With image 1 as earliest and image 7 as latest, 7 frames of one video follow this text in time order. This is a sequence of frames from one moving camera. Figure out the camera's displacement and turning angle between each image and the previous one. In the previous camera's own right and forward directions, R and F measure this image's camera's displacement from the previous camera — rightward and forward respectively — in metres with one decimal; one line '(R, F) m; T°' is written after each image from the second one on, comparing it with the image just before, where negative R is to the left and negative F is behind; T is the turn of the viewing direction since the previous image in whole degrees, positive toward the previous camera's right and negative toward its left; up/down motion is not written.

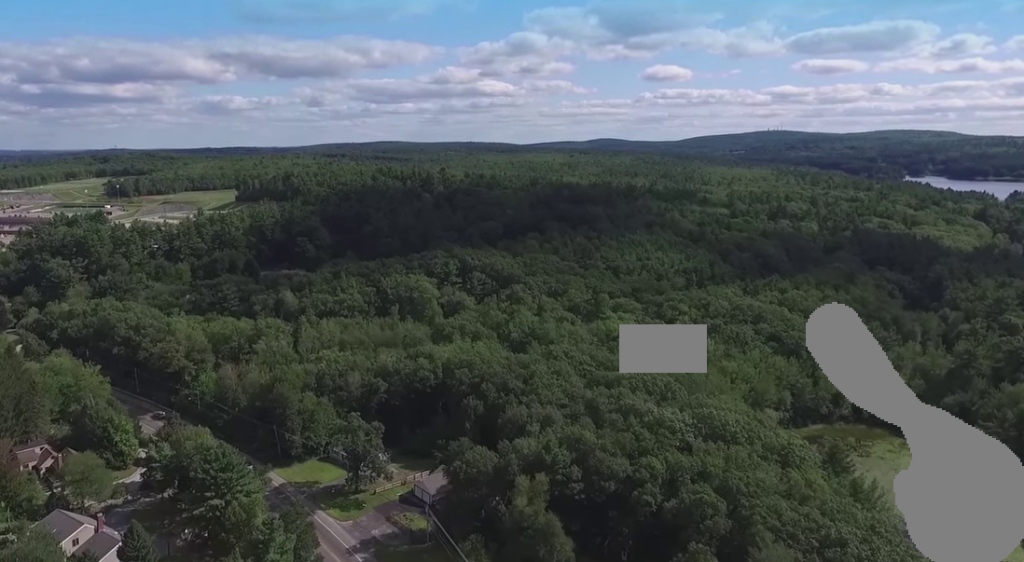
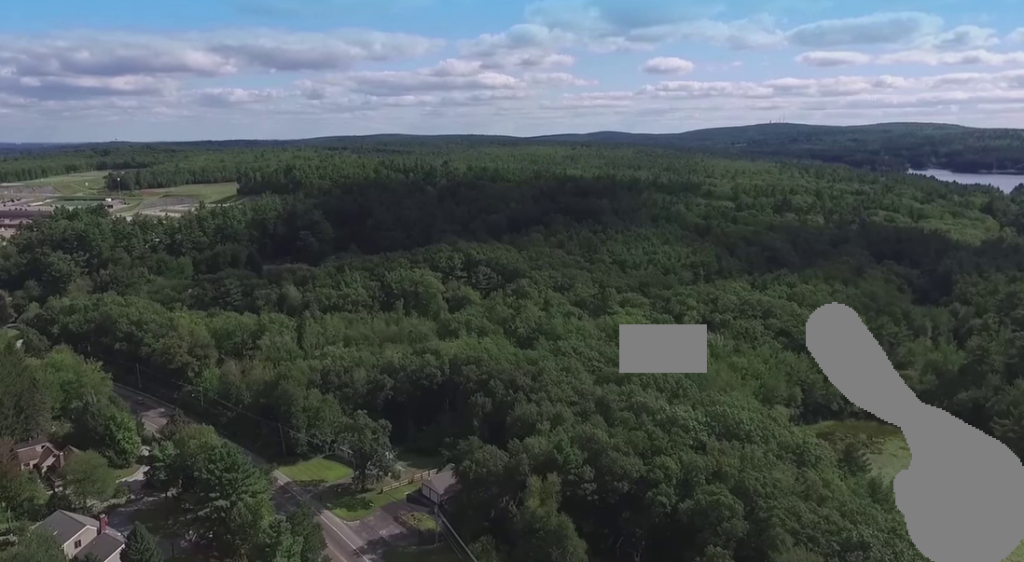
(0.0, +4.0) m; +1°
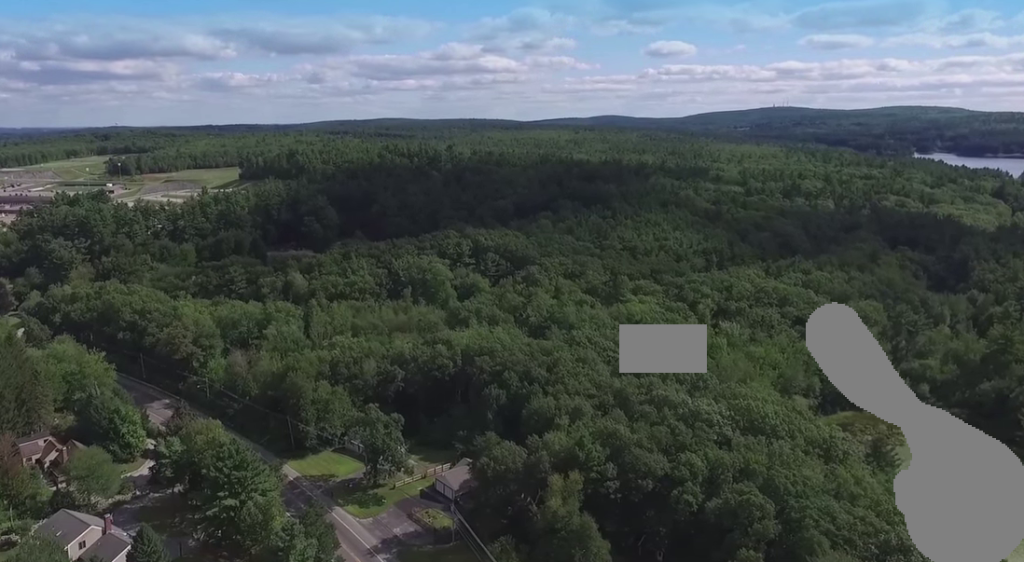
(+0.1, +6.6) m; 0°
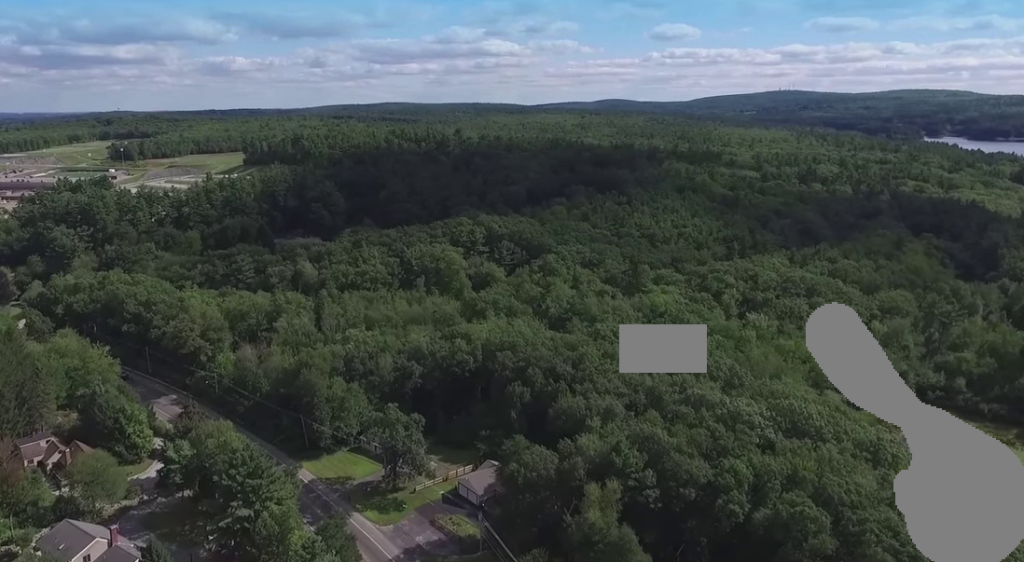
(-0.4, +10.2) m; -4°
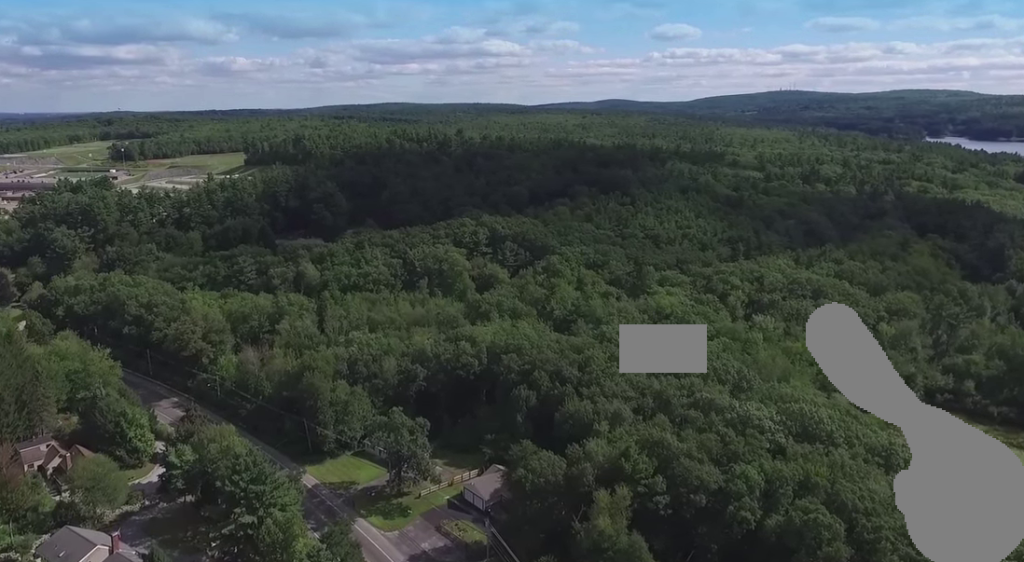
(-0.2, +2.1) m; +1°
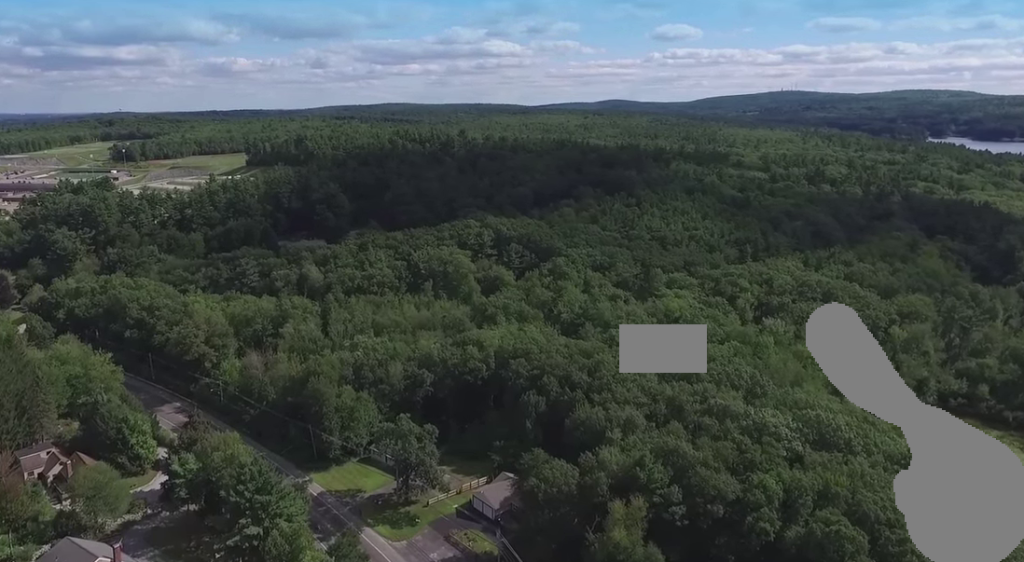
(+0.2, +3.7) m; +2°
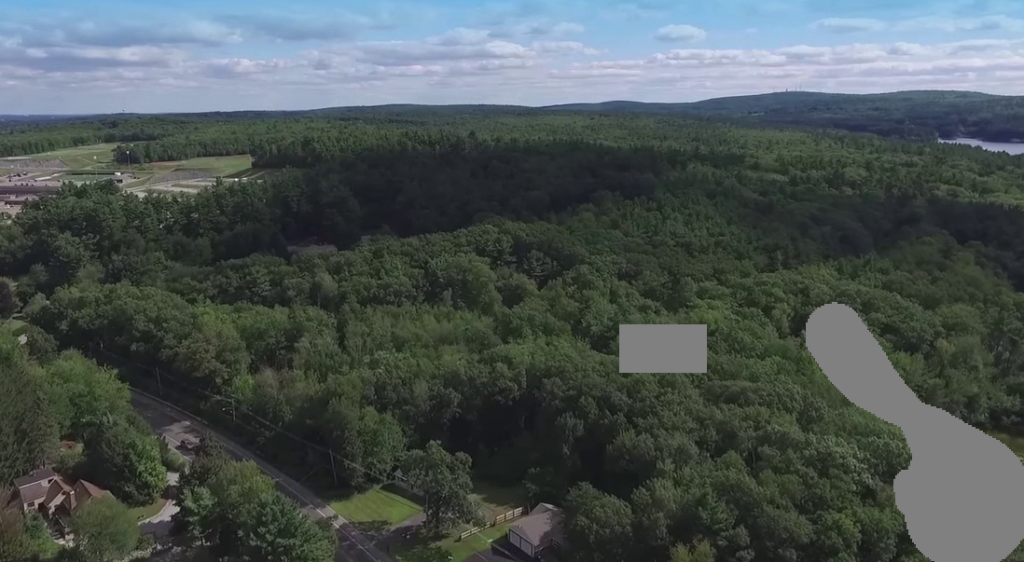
(+0.1, +12.7) m; -1°
